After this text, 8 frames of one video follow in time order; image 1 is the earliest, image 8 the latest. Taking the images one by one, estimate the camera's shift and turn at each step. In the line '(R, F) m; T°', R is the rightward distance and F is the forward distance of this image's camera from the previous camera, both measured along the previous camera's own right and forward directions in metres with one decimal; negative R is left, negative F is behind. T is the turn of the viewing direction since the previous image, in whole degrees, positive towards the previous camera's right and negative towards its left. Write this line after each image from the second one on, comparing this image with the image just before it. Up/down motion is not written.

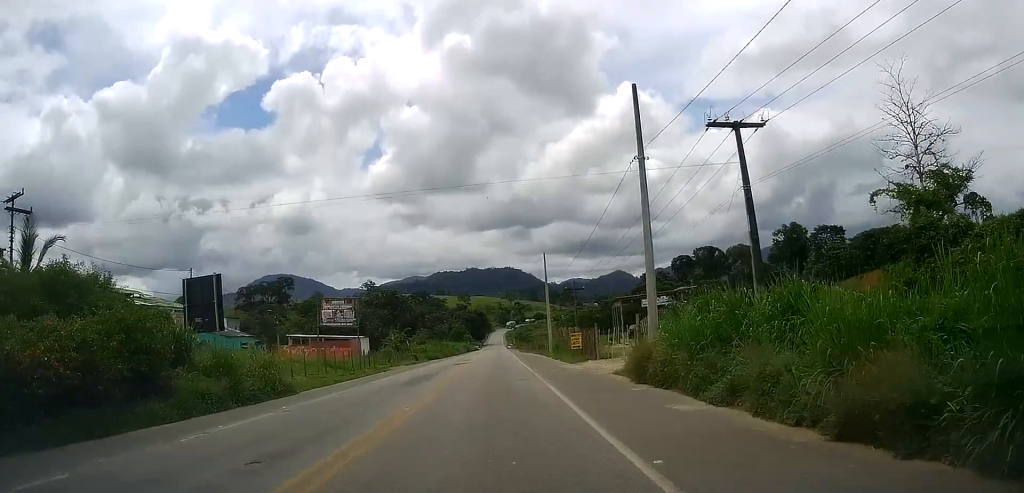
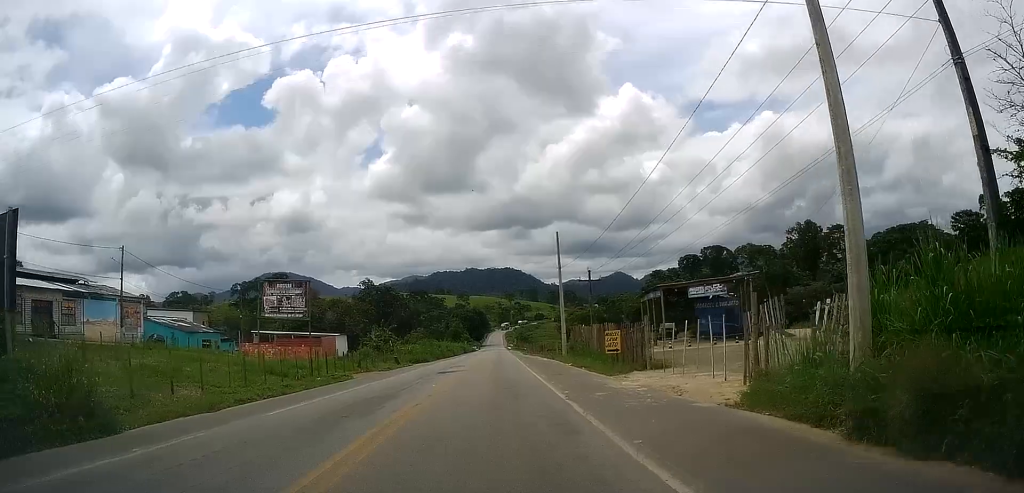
(-0.4, +11.5) m; -1°
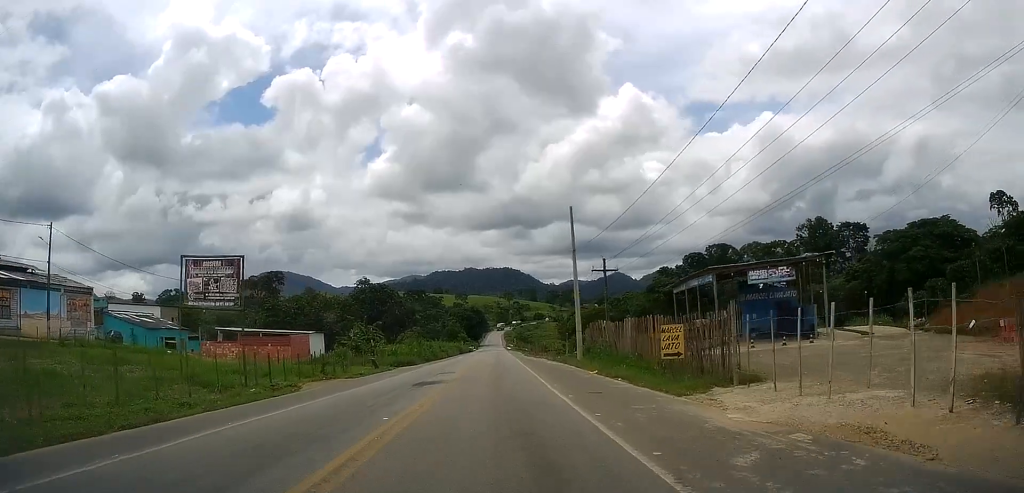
(+0.2, +8.7) m; +1°
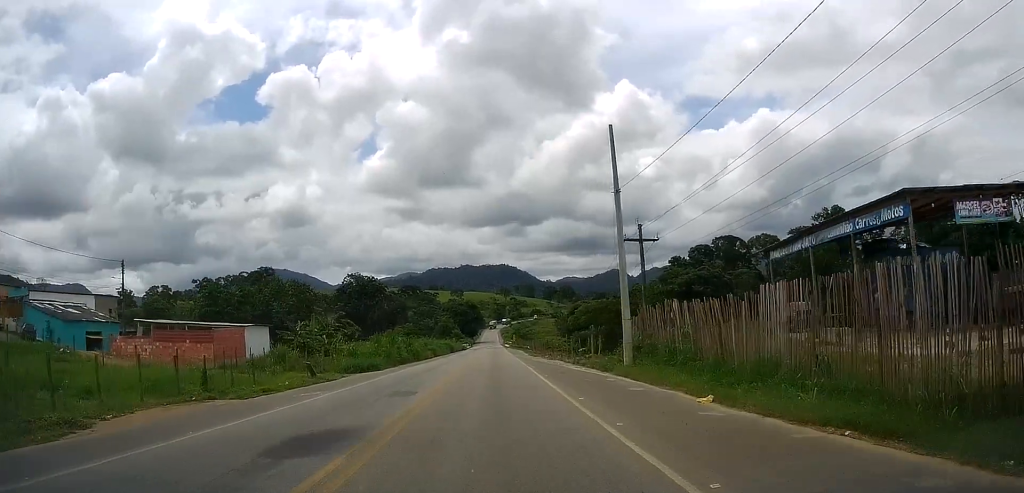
(0.0, +13.9) m; +1°
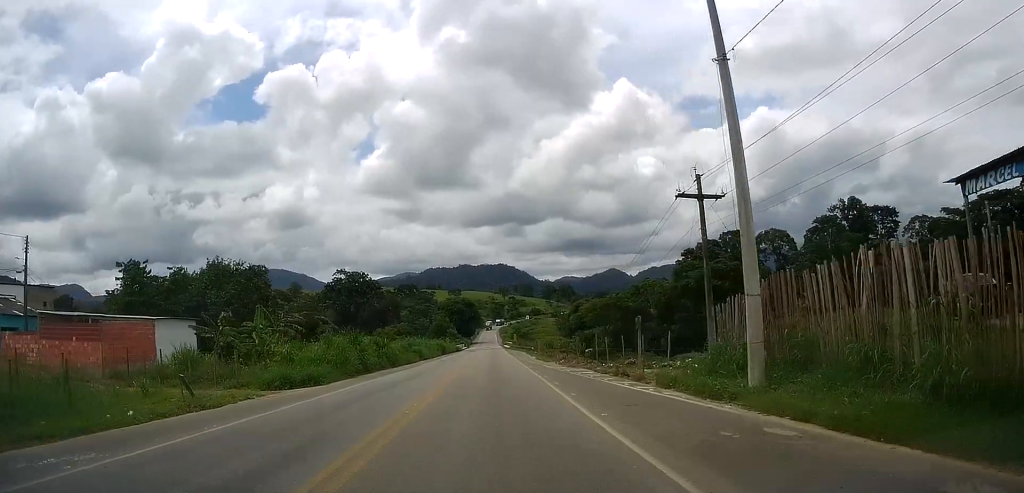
(0.0, +11.5) m; +1°
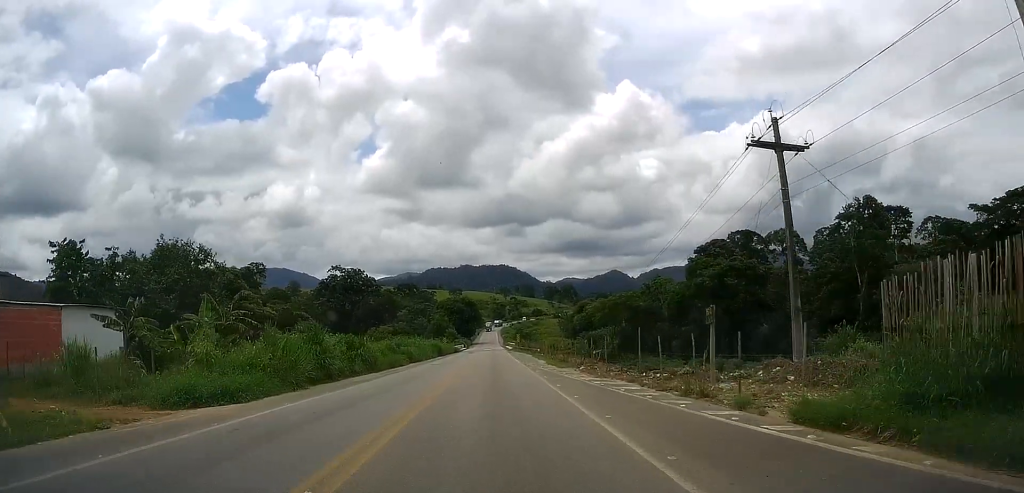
(+0.2, +7.8) m; 0°
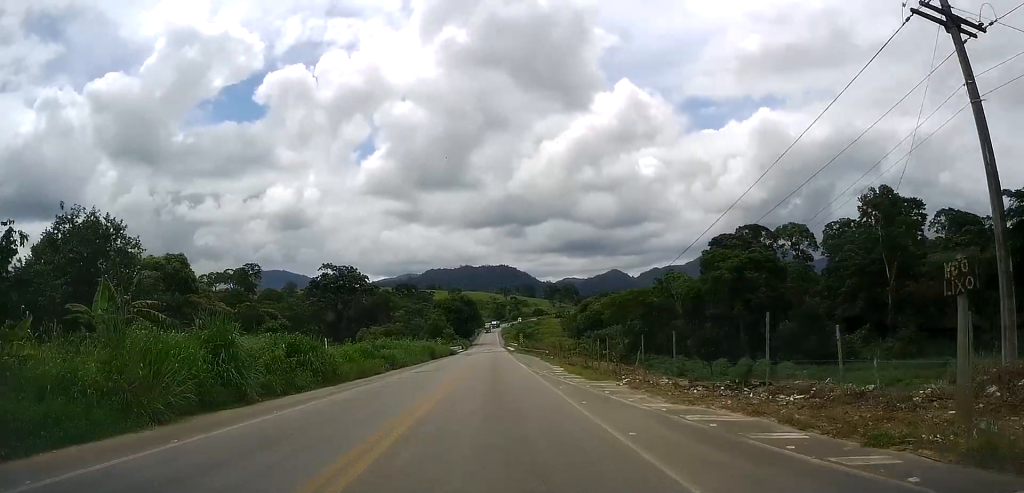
(0.0, +9.2) m; -1°
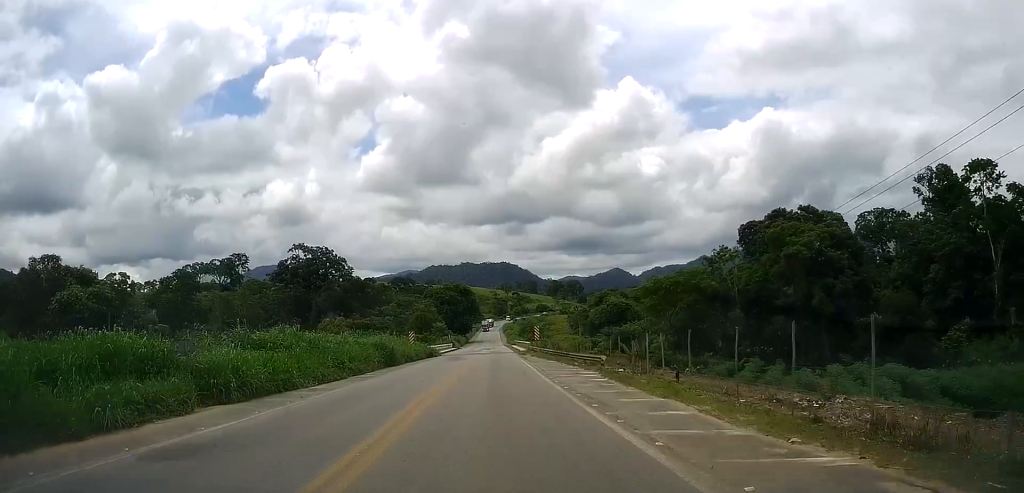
(-1.0, +26.5) m; -3°
